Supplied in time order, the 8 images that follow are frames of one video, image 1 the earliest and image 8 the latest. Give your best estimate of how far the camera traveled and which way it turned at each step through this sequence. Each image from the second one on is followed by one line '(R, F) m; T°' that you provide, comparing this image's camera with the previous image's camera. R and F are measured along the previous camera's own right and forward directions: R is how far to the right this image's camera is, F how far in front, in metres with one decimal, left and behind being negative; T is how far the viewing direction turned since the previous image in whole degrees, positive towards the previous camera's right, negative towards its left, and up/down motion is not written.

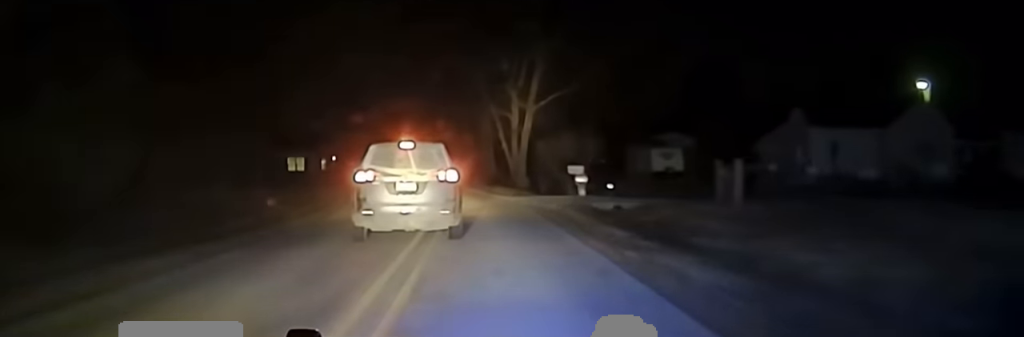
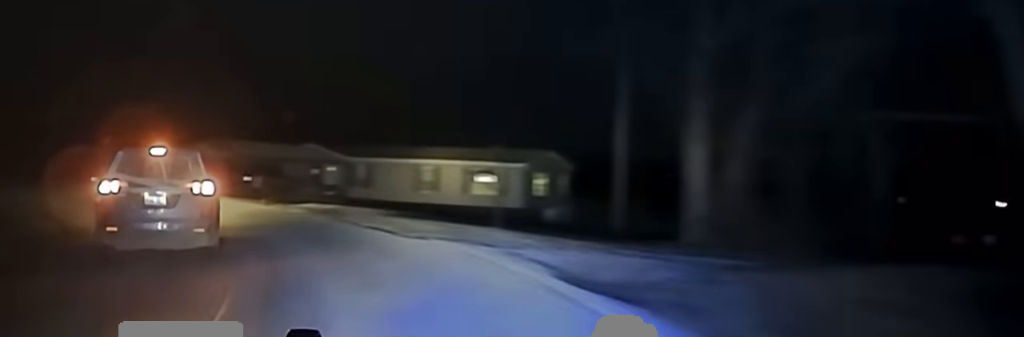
(-7.4, +47.2) m; -29°
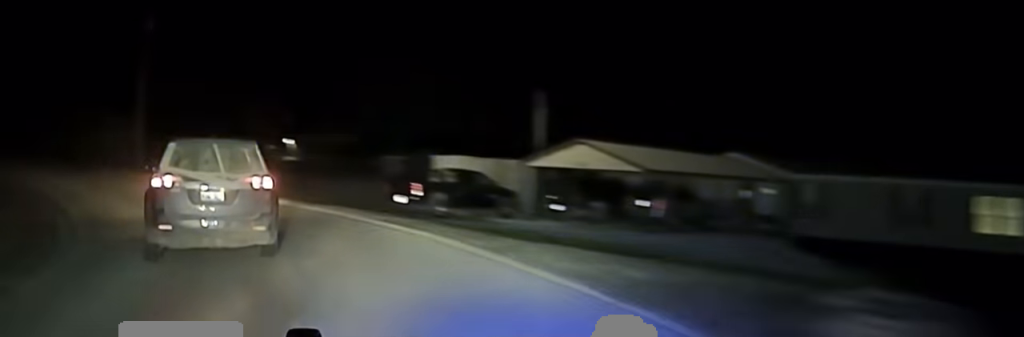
(-4.4, +18.2) m; -25°
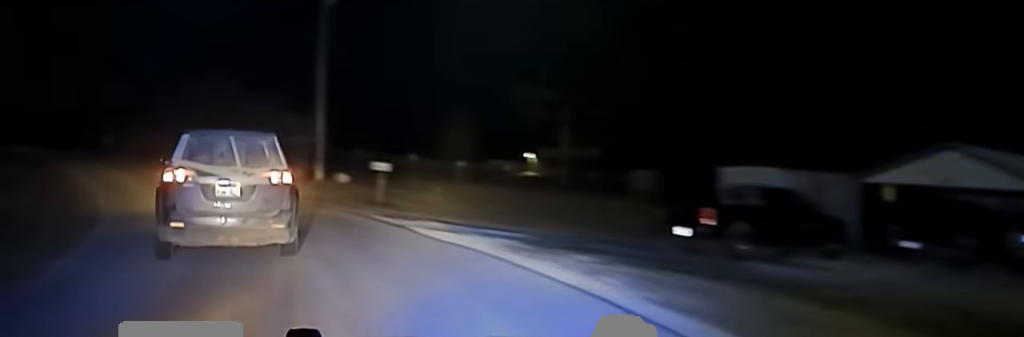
(-1.4, +11.4) m; -15°
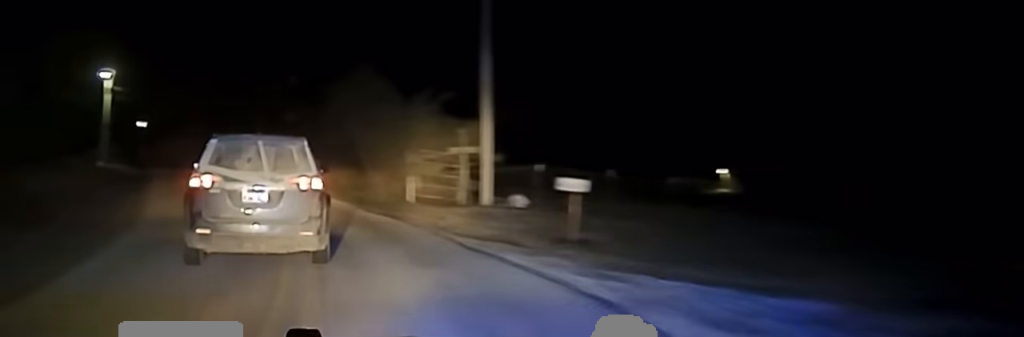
(-1.0, +9.4) m; -10°
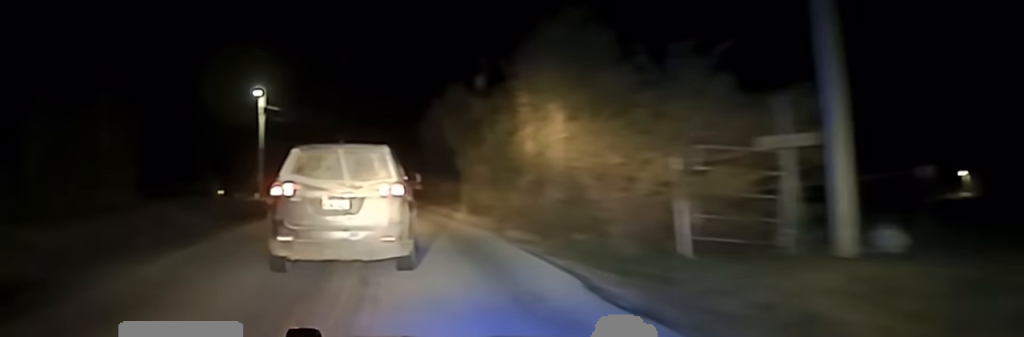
(-1.8, +15.1) m; -10°
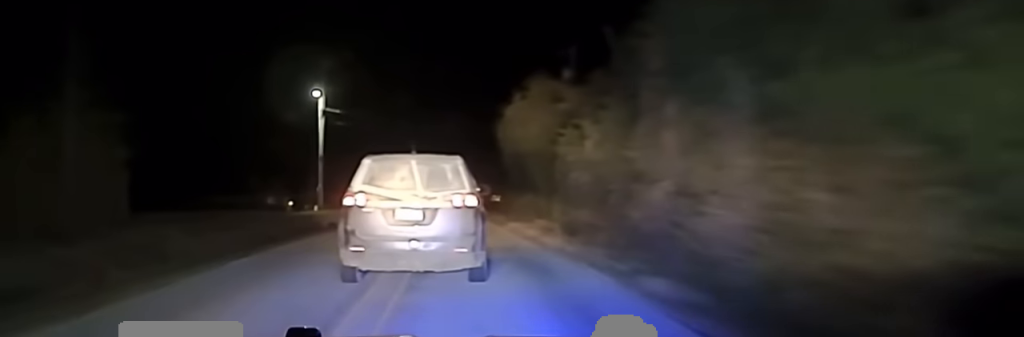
(-0.3, +7.8) m; -3°
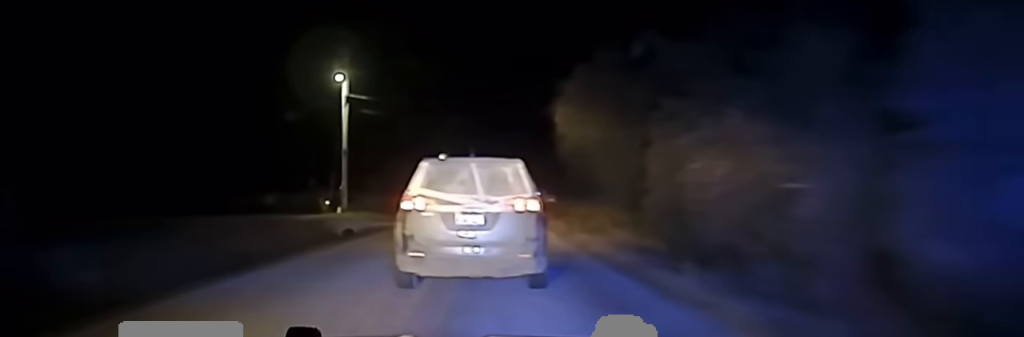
(-0.4, +9.9) m; -1°
